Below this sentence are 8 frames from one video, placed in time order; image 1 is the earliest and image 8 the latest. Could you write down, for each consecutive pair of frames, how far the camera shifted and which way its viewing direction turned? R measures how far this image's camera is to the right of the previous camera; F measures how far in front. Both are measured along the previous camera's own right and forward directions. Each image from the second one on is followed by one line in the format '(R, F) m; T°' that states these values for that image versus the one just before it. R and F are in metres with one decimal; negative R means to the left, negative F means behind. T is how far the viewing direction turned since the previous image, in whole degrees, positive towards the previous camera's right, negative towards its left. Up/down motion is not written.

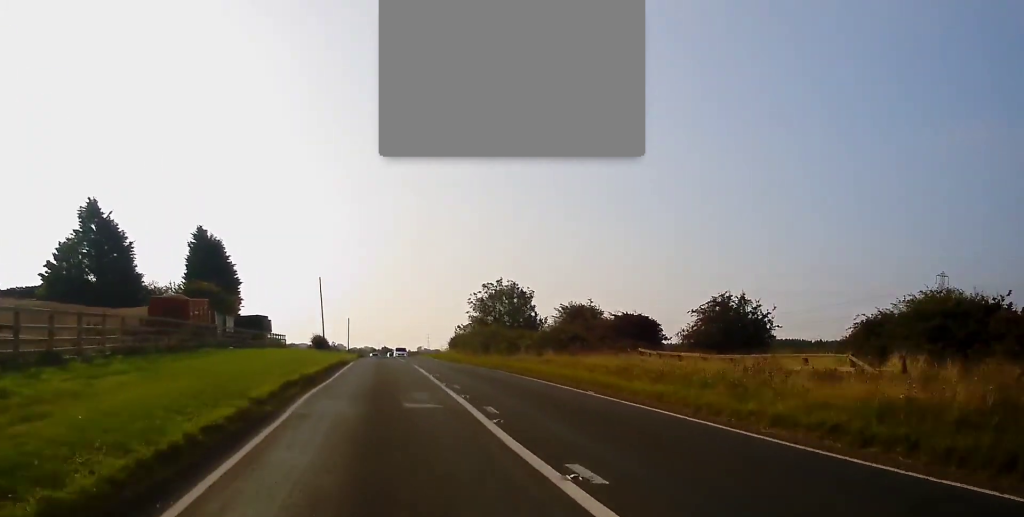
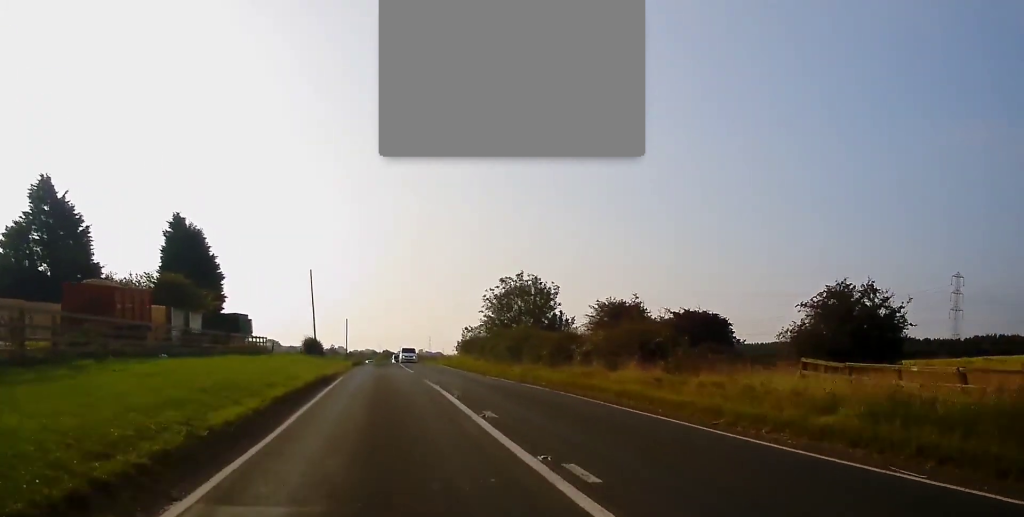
(-0.1, +11.7) m; 0°
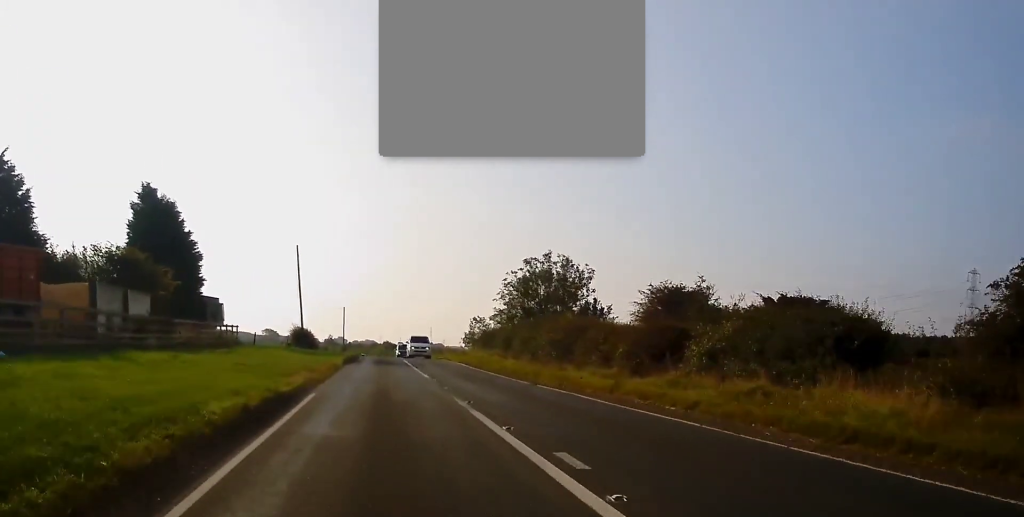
(+0.2, +11.5) m; 0°
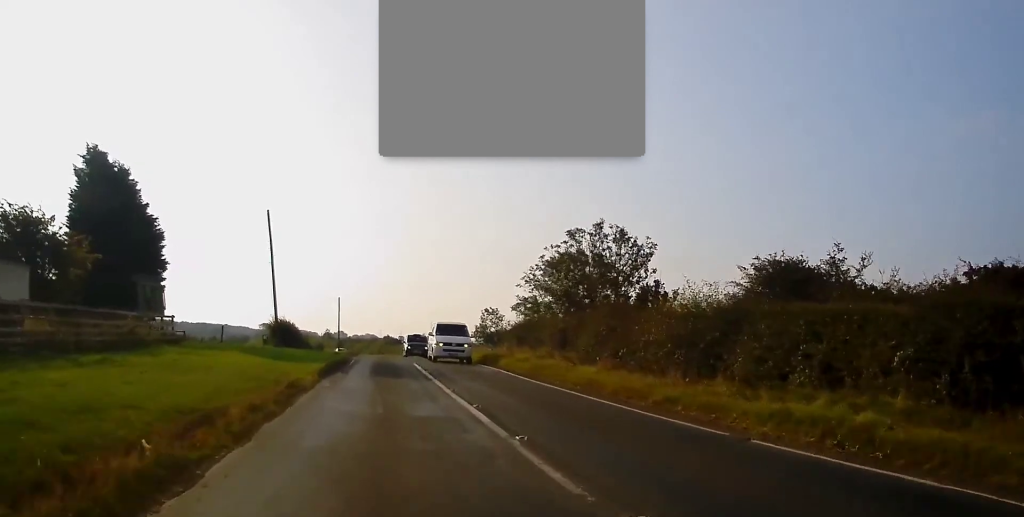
(0.0, +14.4) m; 0°
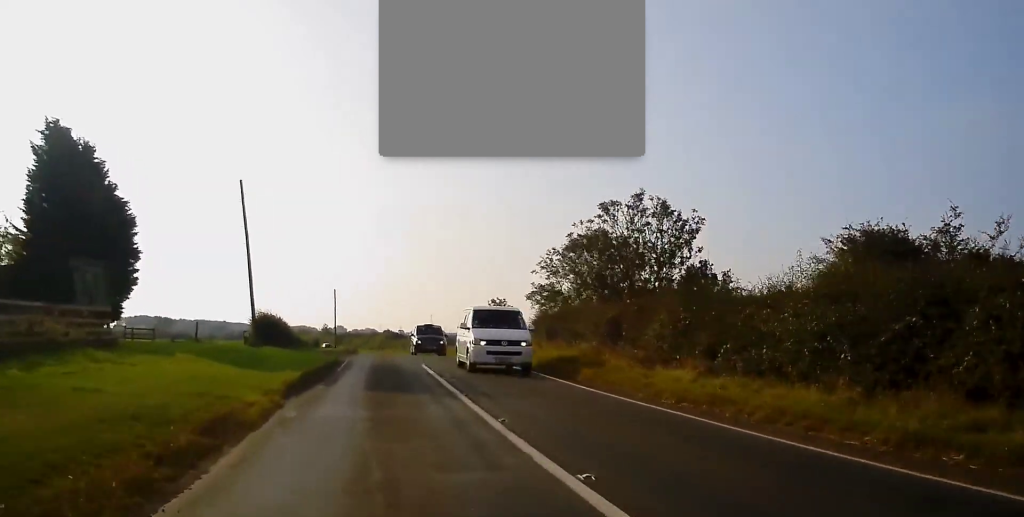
(-0.1, +7.5) m; 0°
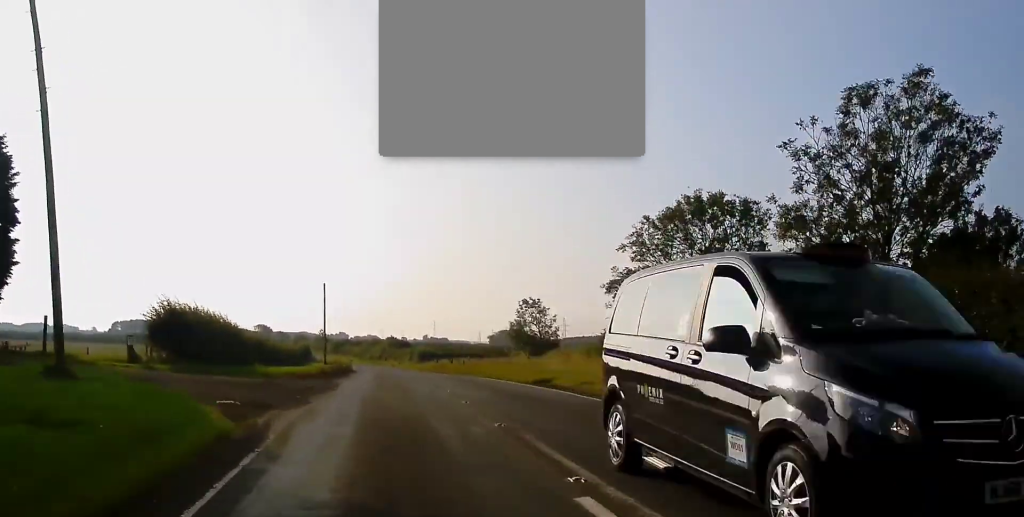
(+0.2, +22.1) m; -1°
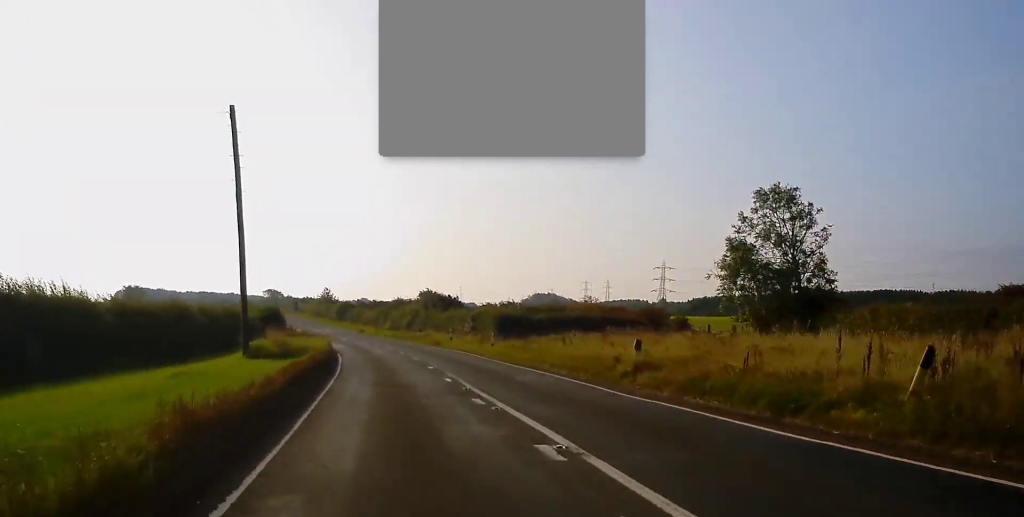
(-0.4, +51.3) m; -1°
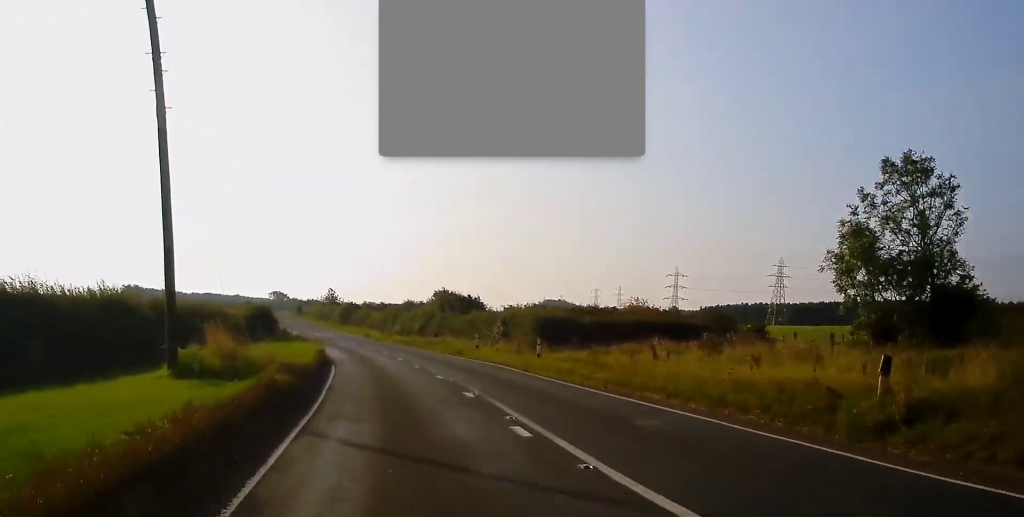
(-0.1, +9.6) m; -1°
